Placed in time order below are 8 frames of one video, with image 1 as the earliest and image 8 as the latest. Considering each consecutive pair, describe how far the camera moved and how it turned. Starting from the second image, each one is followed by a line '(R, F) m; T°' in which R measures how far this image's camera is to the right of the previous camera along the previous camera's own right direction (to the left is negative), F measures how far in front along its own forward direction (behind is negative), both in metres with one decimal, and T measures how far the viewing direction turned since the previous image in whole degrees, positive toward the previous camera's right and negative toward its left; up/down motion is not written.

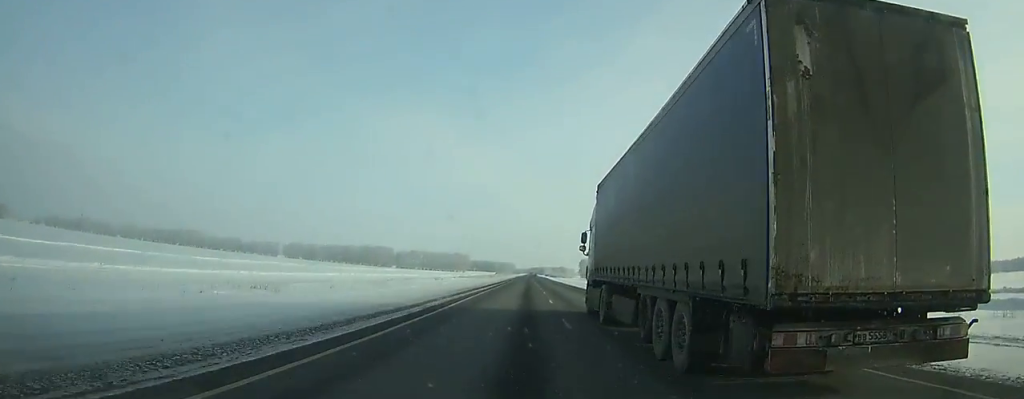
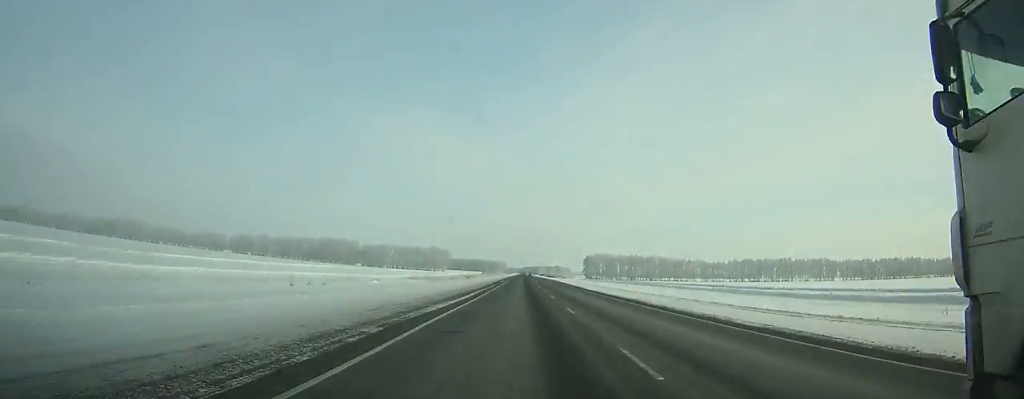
(+0.4, +92.0) m; +1°
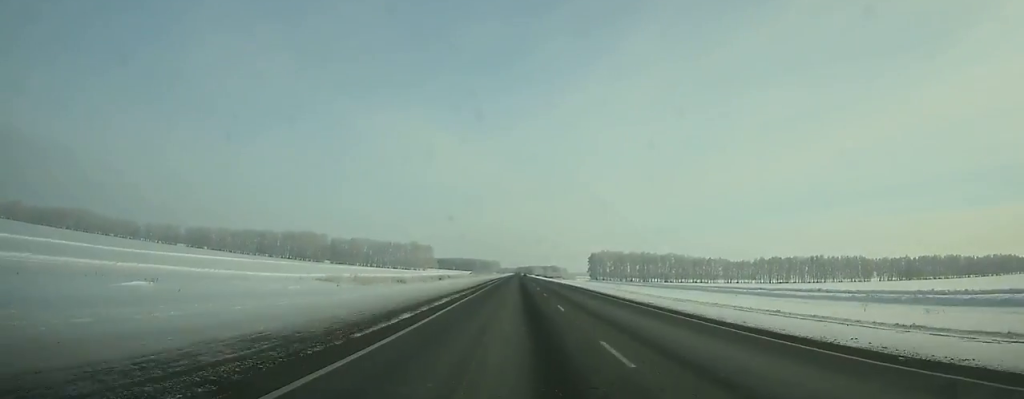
(+0.5, +59.3) m; 0°
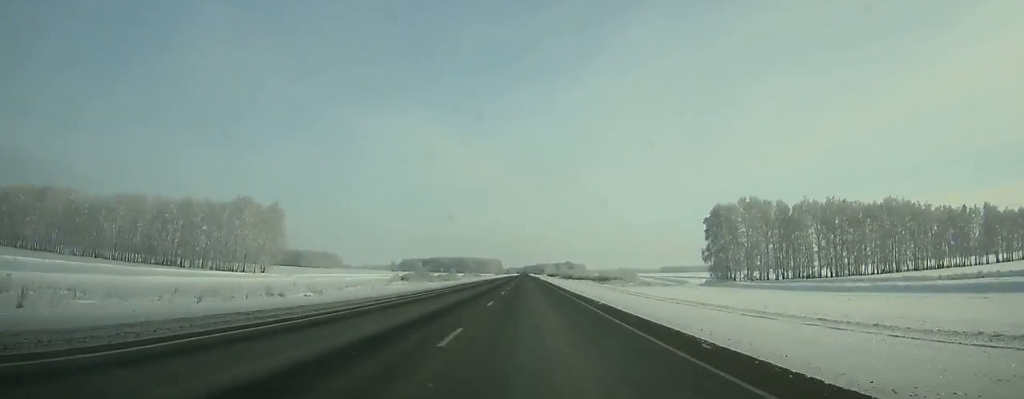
(-0.4, +225.2) m; -1°
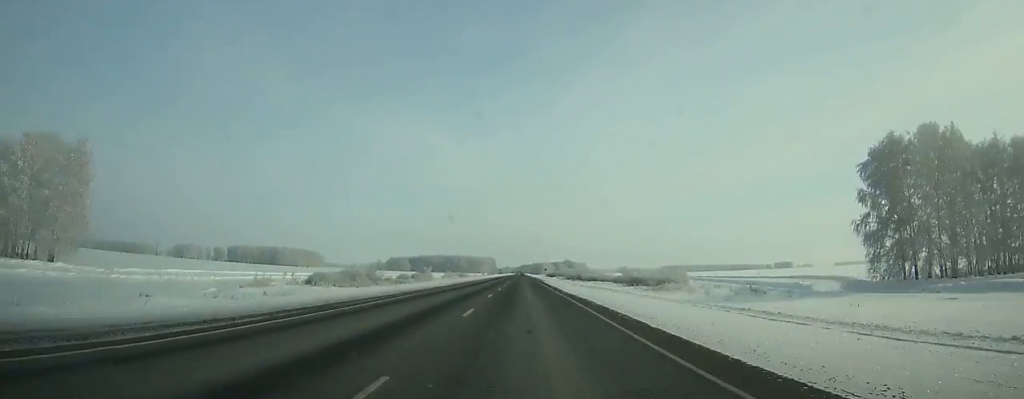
(-0.1, +65.8) m; 0°
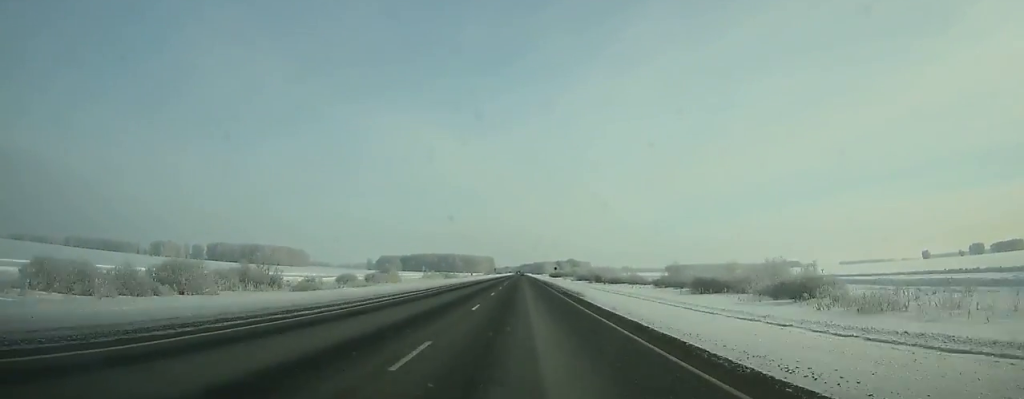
(0.0, +56.5) m; 0°
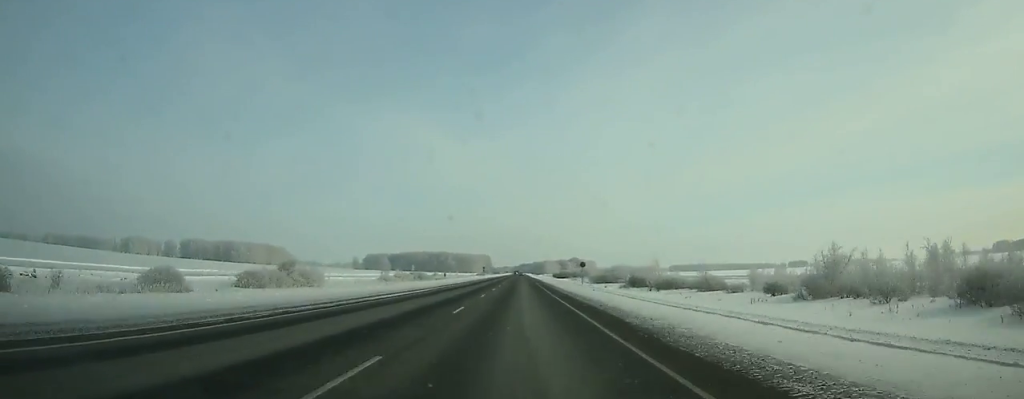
(0.0, +62.4) m; 0°
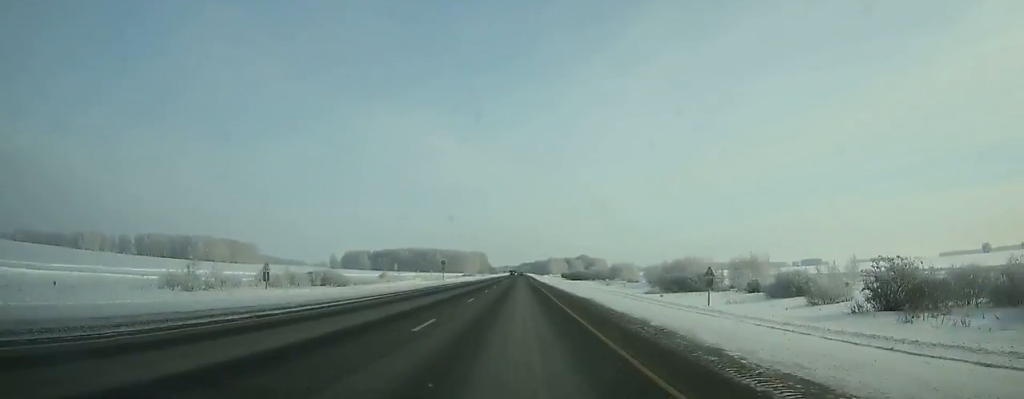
(+0.1, +88.9) m; 0°
